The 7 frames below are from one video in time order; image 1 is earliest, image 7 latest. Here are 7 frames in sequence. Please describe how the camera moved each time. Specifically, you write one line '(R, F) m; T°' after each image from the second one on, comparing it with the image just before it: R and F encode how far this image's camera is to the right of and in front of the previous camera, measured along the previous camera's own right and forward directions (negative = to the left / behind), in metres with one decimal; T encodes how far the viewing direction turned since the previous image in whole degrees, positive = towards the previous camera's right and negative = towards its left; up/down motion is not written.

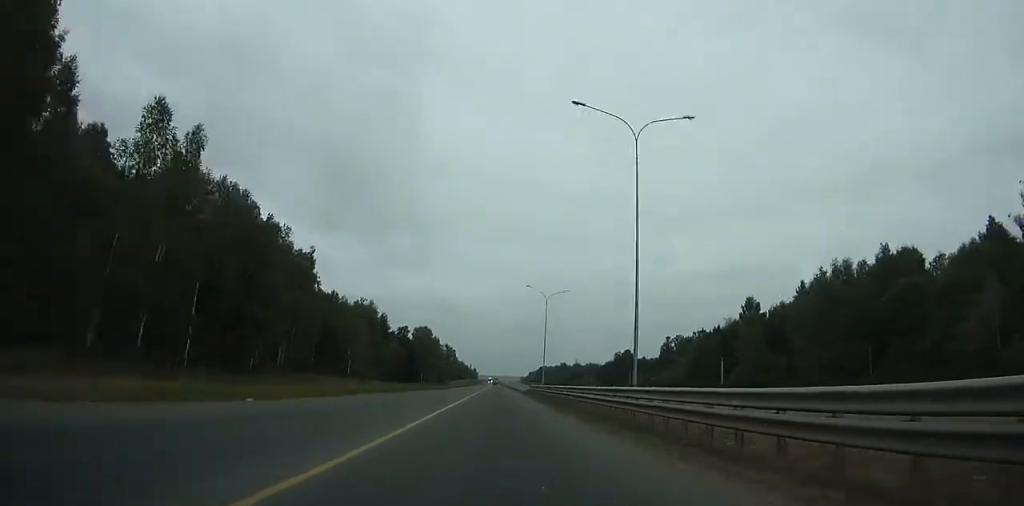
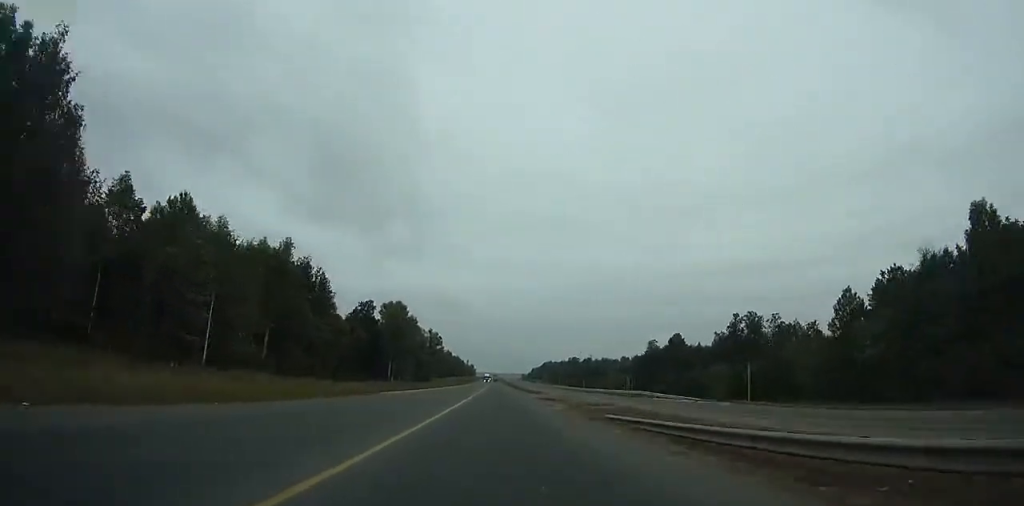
(-0.1, +69.4) m; 0°
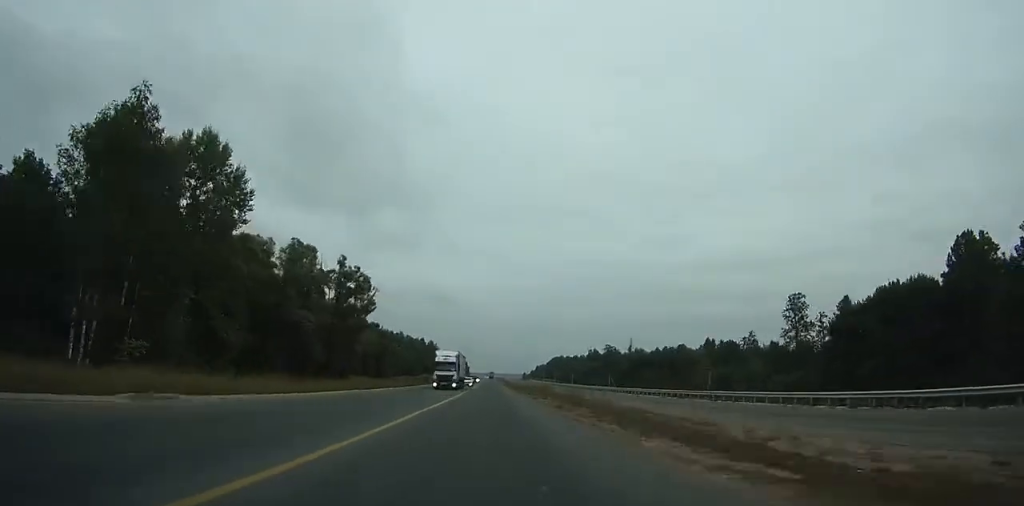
(+0.5, +122.3) m; 0°
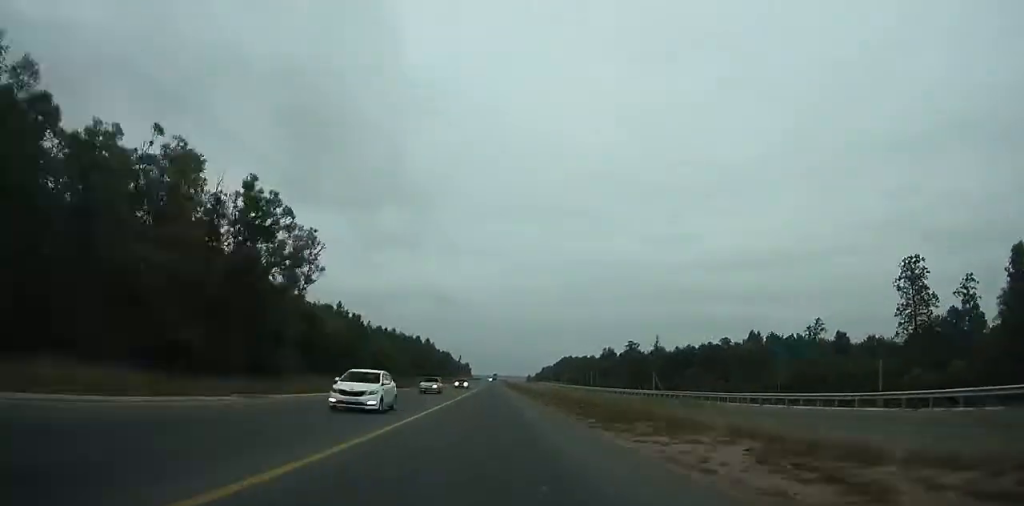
(0.0, +37.4) m; 0°
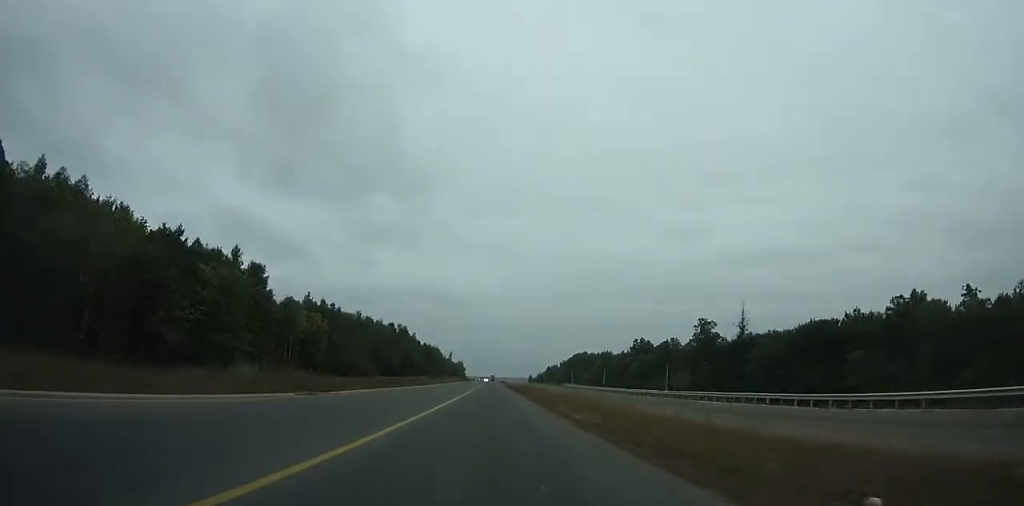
(-0.2, +83.9) m; 0°
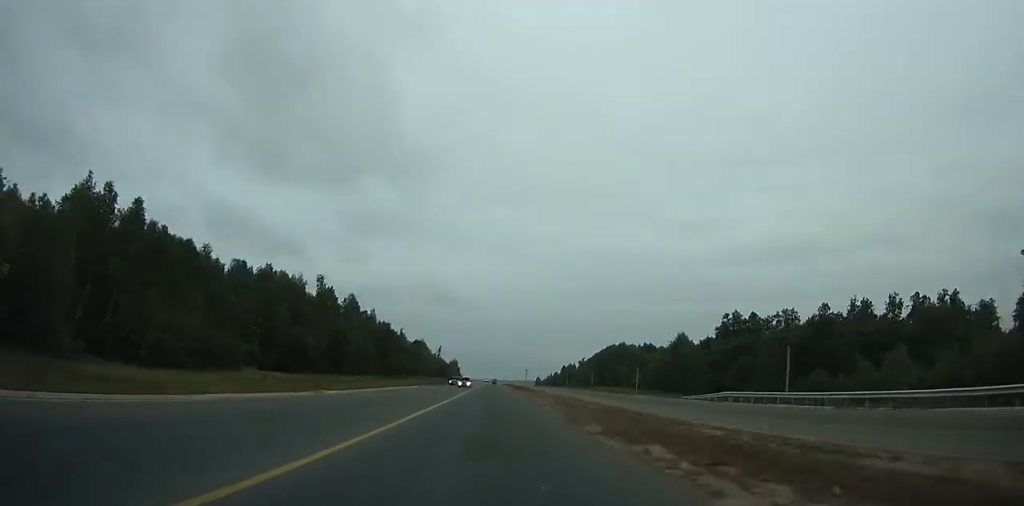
(-0.4, +104.3) m; 0°
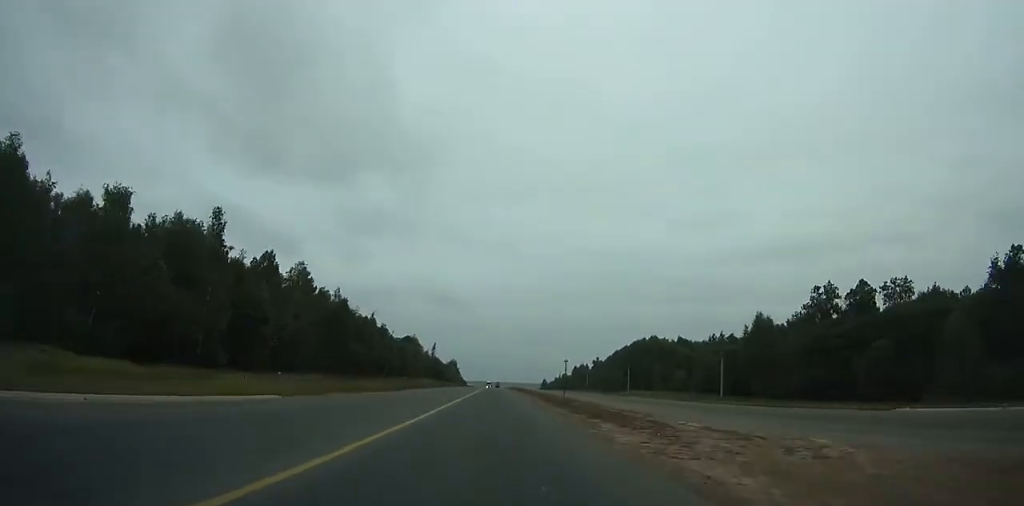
(-0.1, +47.9) m; 0°
